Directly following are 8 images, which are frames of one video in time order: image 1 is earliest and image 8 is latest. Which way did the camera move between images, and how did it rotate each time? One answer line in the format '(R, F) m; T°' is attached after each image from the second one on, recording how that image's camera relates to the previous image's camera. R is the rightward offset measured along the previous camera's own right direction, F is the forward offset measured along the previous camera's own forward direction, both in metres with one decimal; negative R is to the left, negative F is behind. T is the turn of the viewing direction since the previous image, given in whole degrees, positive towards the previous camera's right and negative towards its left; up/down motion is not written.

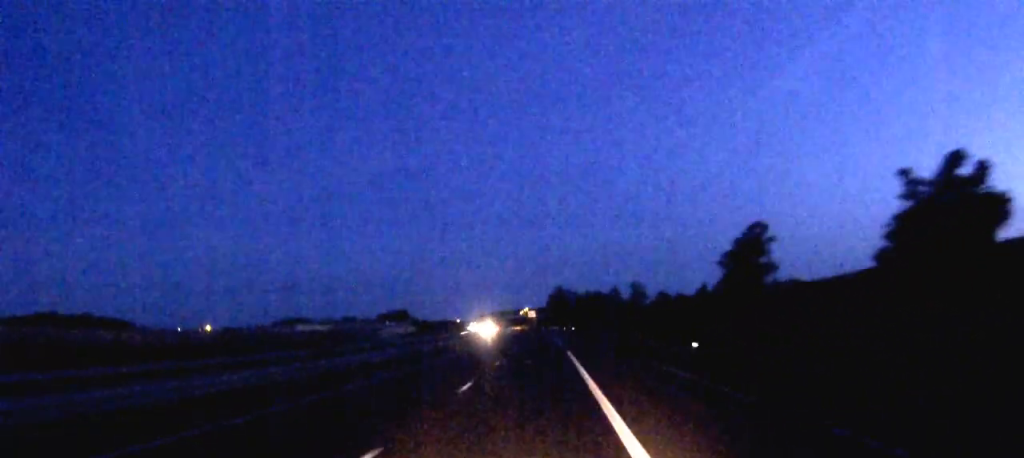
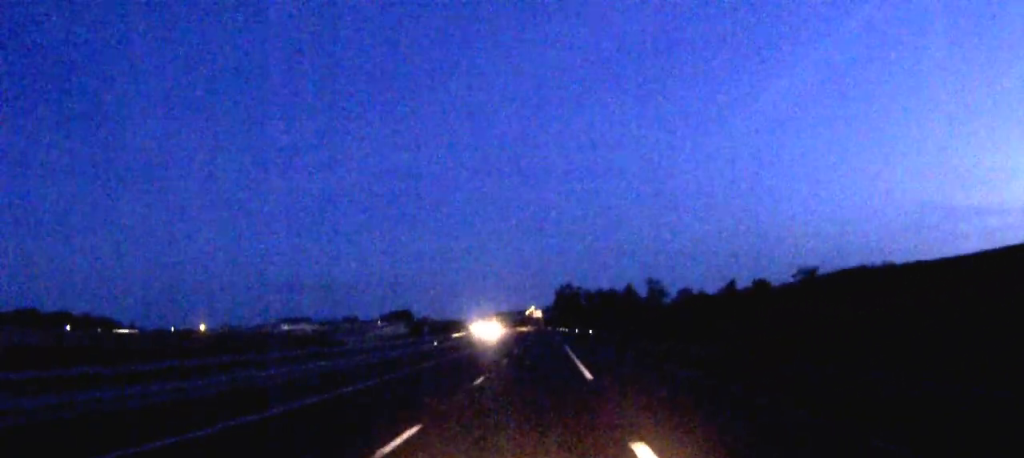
(-0.2, +35.9) m; -1°
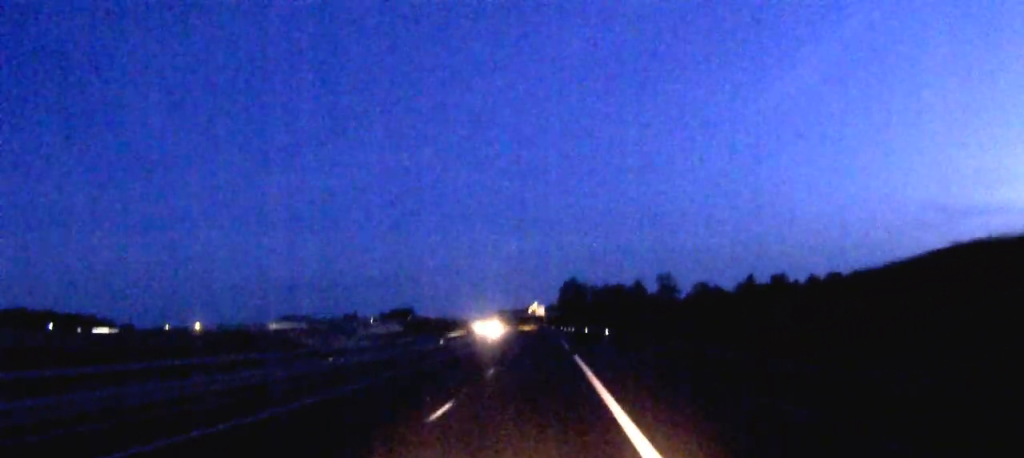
(0.0, +21.8) m; 0°
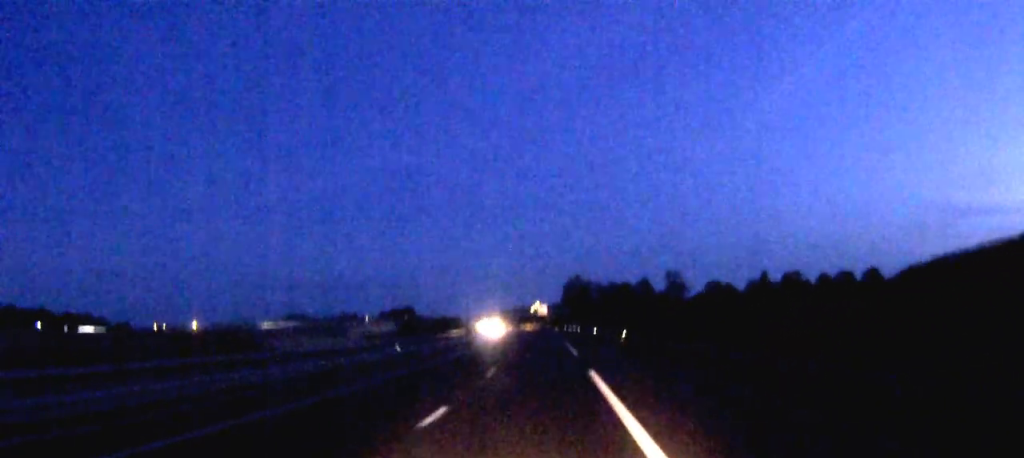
(0.0, +14.2) m; 0°
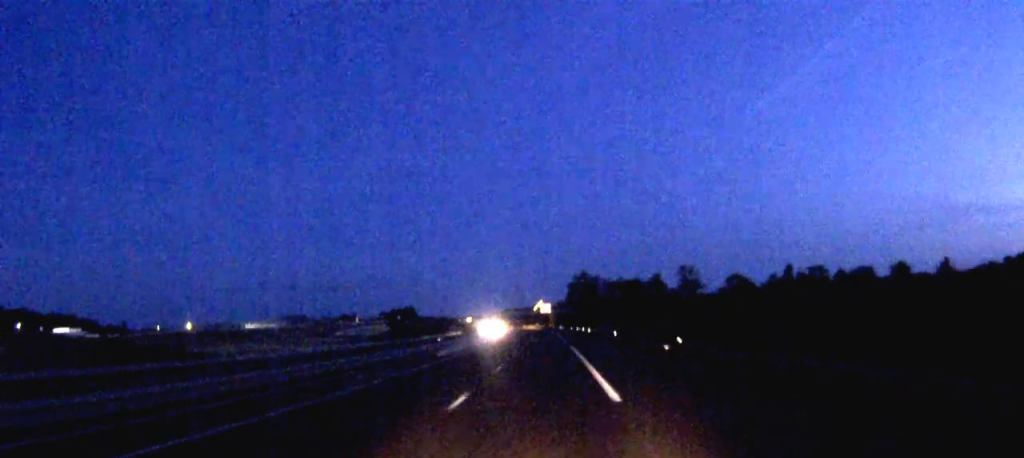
(0.0, +22.8) m; 0°
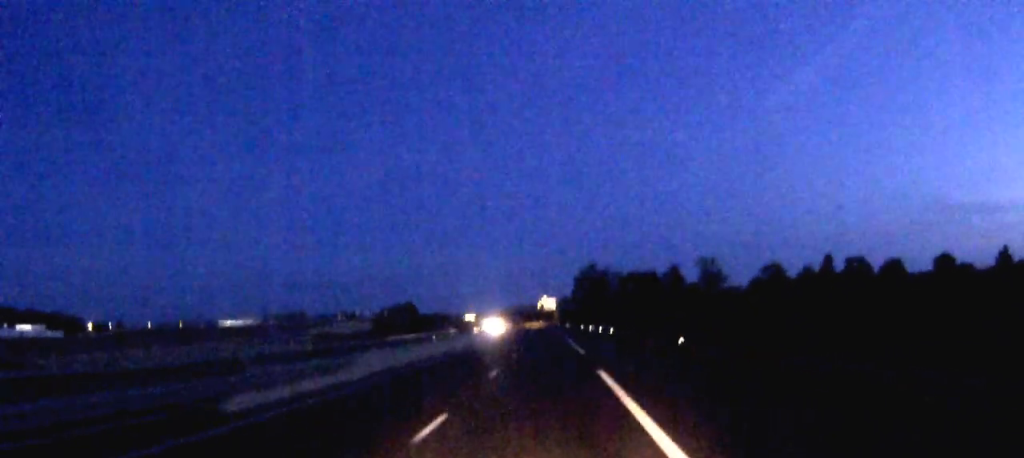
(-0.1, +30.5) m; 0°
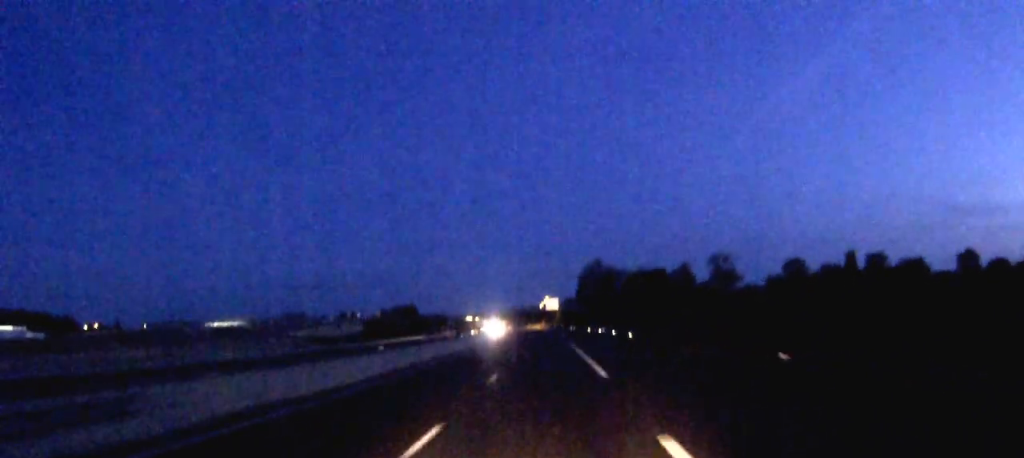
(0.0, +14.3) m; 0°
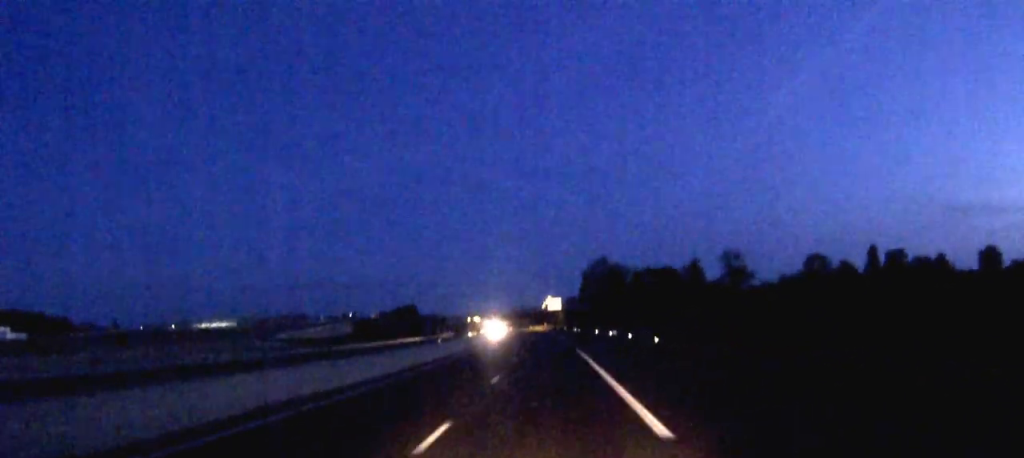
(0.0, +12.5) m; 0°
